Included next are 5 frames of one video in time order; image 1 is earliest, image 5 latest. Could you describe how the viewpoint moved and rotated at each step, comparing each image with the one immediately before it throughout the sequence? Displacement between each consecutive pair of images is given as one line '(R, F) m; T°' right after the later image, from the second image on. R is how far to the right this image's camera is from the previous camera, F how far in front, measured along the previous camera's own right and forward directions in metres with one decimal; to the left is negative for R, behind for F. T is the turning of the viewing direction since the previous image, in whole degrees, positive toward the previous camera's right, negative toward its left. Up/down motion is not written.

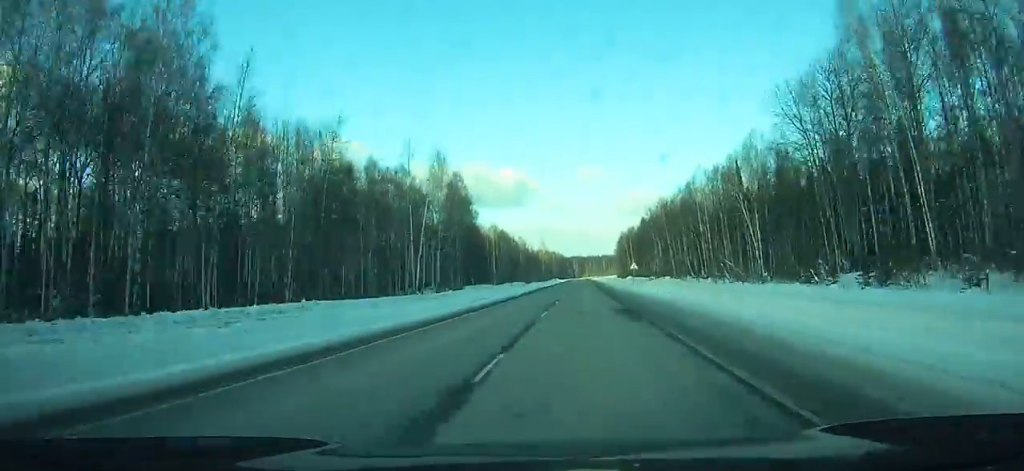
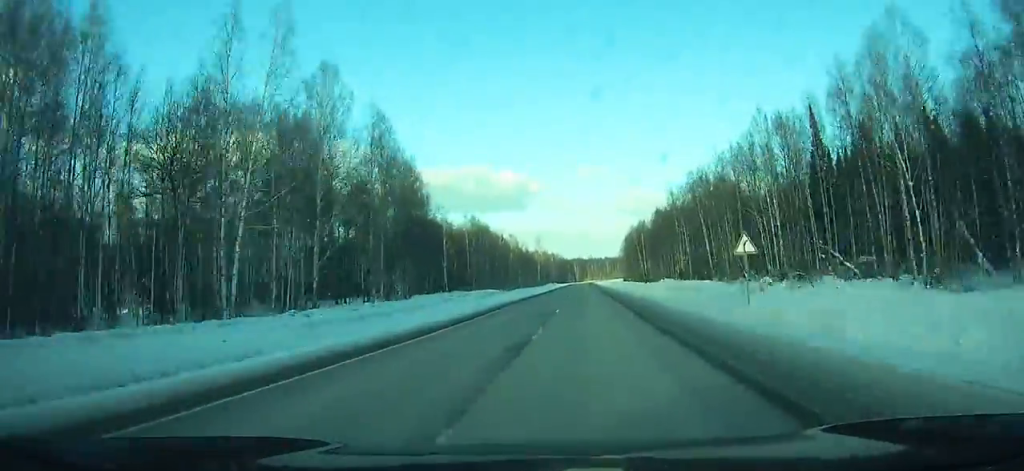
(+0.1, +40.9) m; 0°
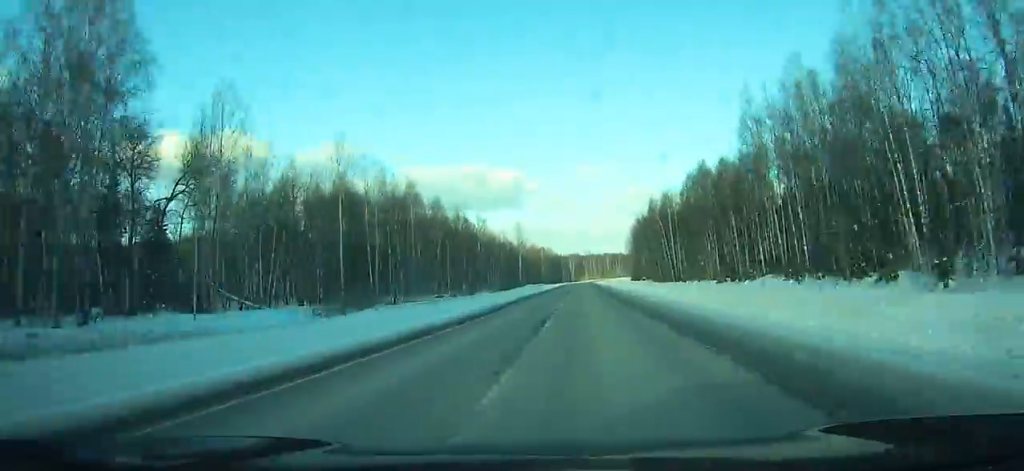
(+0.5, +68.8) m; 0°
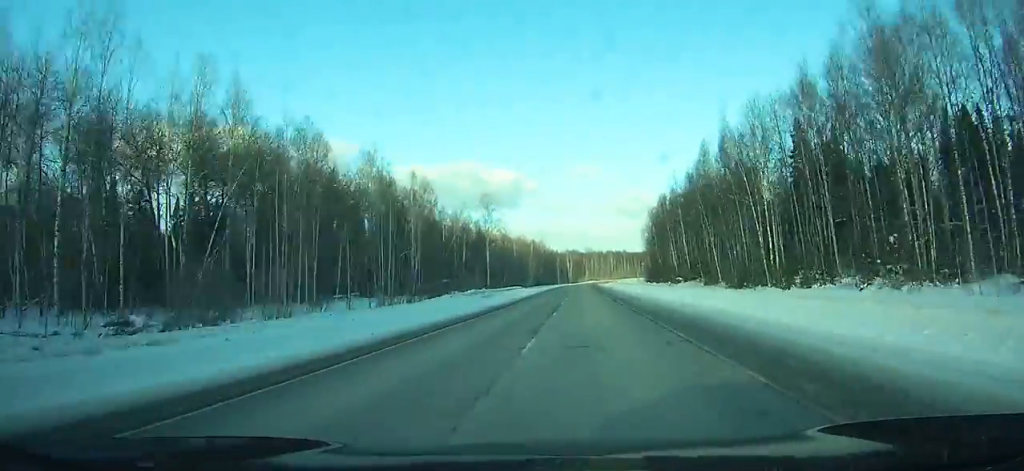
(0.0, +68.3) m; 0°
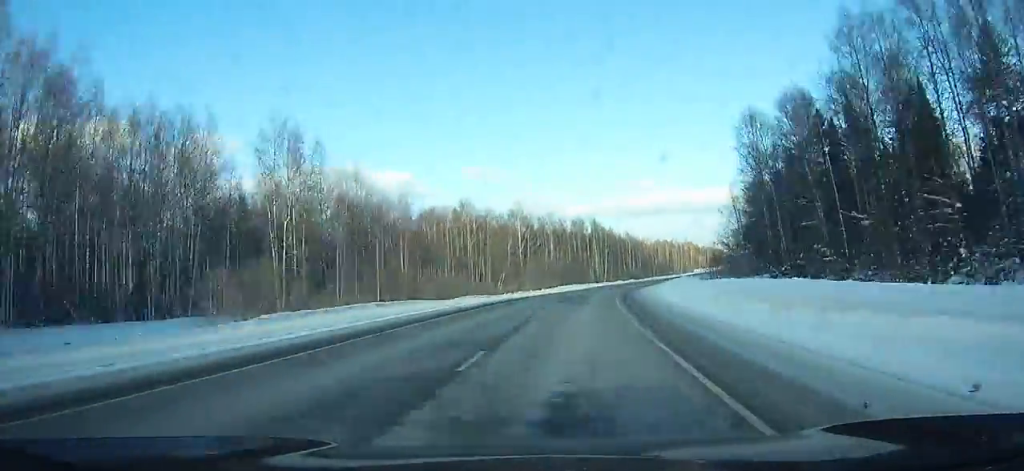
(+10.3, +266.3) m; +10°
